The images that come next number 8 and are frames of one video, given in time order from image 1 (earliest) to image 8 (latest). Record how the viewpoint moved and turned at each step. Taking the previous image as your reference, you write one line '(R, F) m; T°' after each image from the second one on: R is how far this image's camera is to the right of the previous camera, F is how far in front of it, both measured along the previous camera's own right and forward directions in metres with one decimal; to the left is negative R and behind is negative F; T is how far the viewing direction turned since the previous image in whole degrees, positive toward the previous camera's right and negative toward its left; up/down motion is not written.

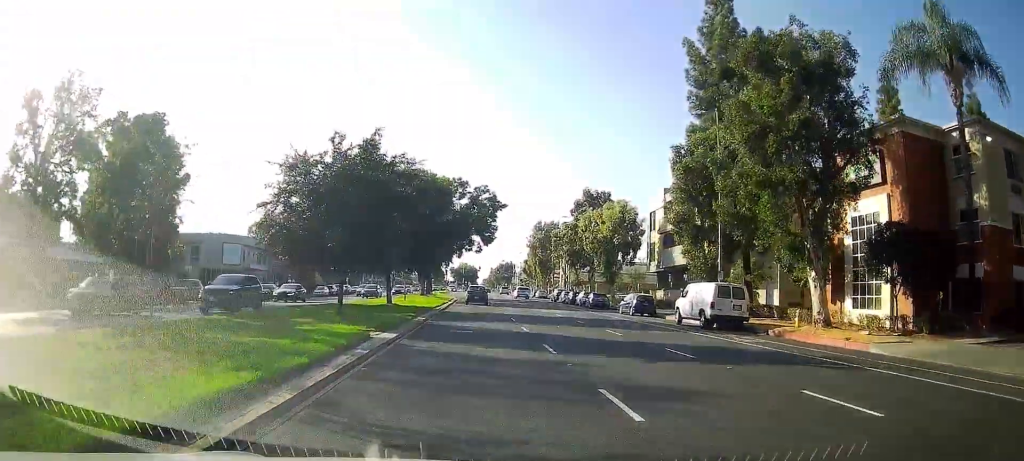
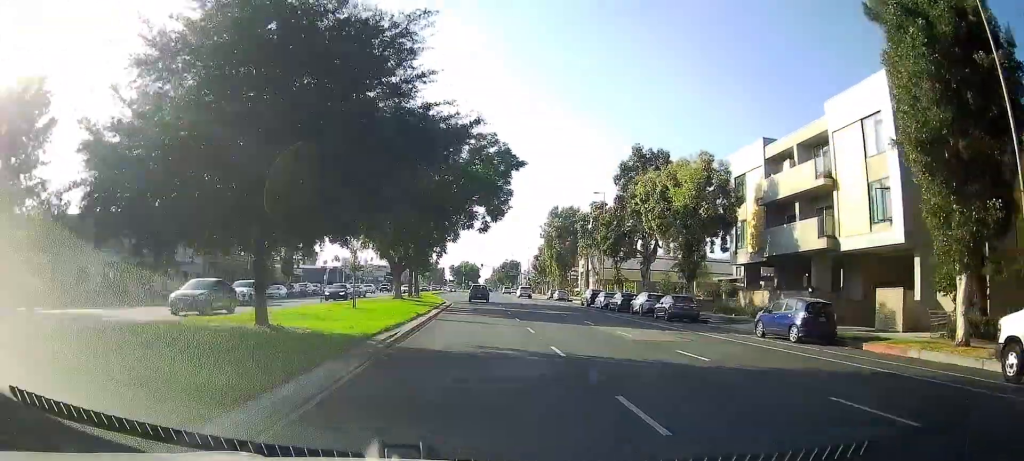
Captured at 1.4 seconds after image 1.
(-3.5, +20.4) m; +4°
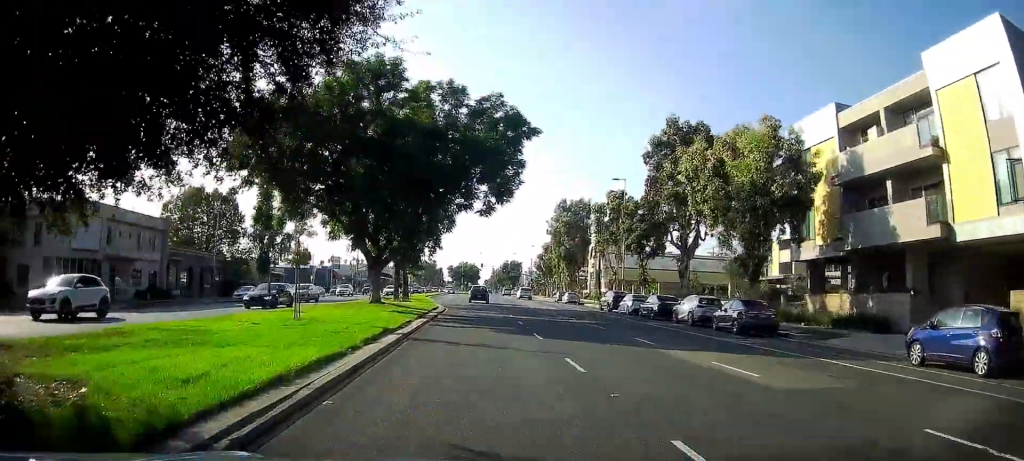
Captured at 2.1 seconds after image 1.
(+3.0, +9.7) m; +8°
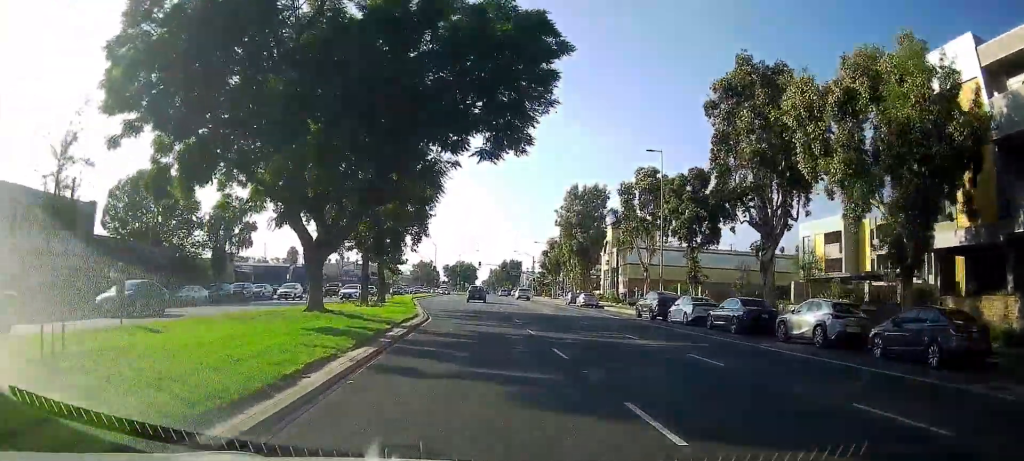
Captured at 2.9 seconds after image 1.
(+1.3, +13.4) m; +1°
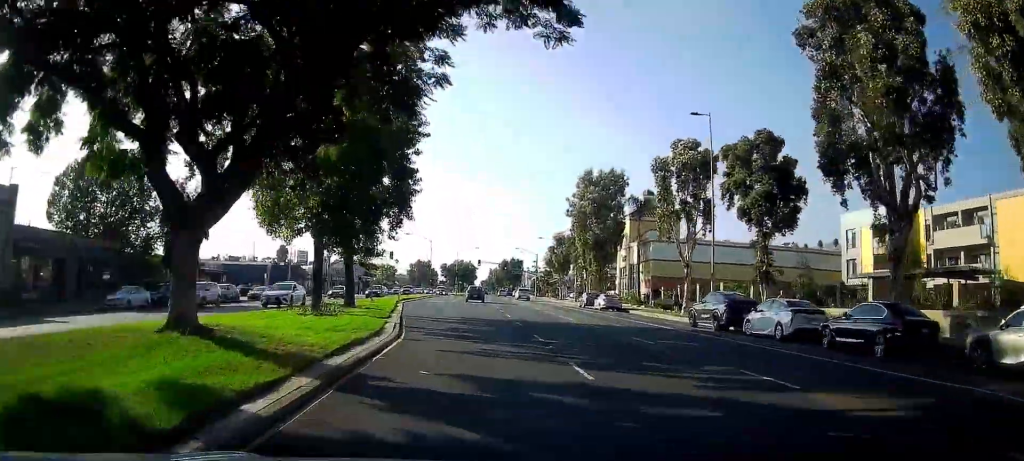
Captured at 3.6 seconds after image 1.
(-0.6, +10.4) m; -6°
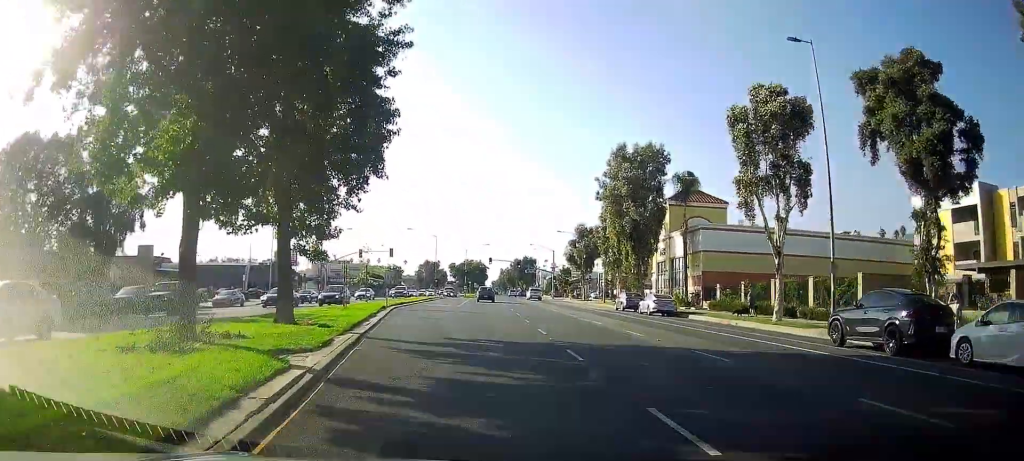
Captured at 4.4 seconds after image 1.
(-0.8, +13.0) m; -2°
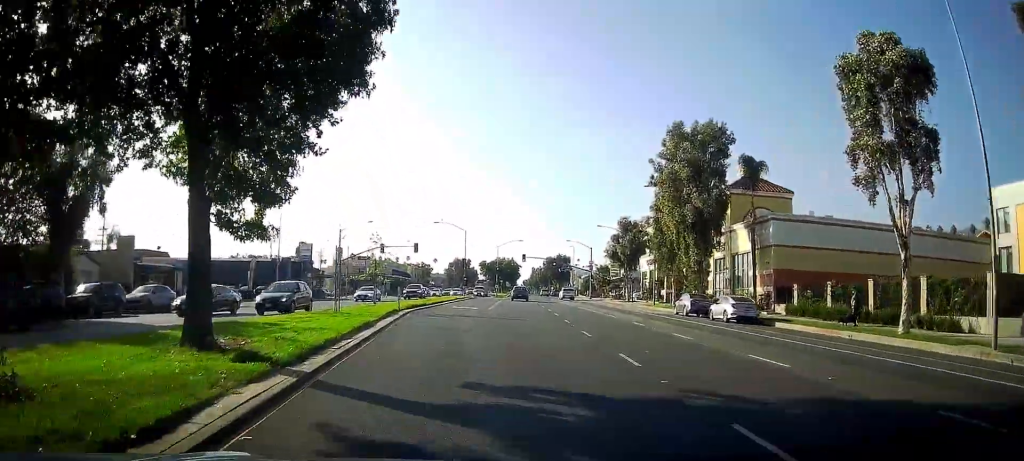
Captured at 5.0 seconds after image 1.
(+0.1, +8.4) m; 0°
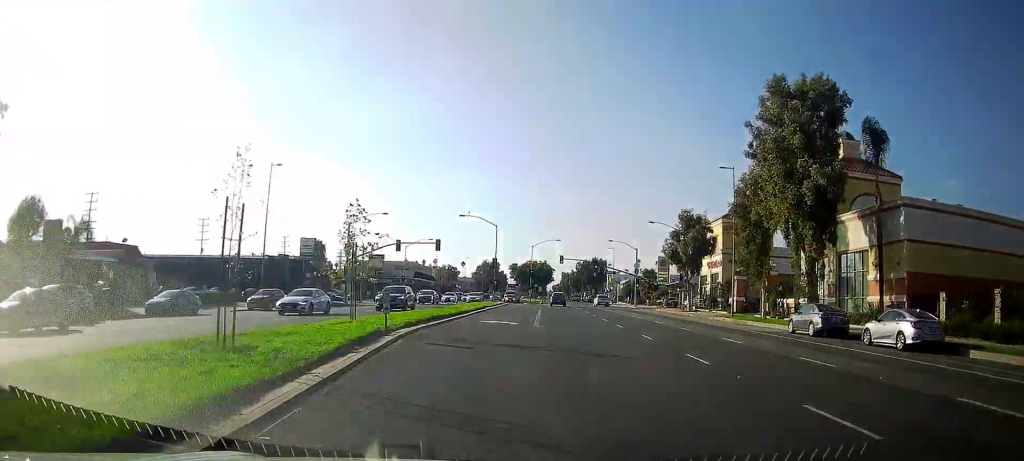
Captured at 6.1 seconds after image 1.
(0.0, +13.7) m; -2°
